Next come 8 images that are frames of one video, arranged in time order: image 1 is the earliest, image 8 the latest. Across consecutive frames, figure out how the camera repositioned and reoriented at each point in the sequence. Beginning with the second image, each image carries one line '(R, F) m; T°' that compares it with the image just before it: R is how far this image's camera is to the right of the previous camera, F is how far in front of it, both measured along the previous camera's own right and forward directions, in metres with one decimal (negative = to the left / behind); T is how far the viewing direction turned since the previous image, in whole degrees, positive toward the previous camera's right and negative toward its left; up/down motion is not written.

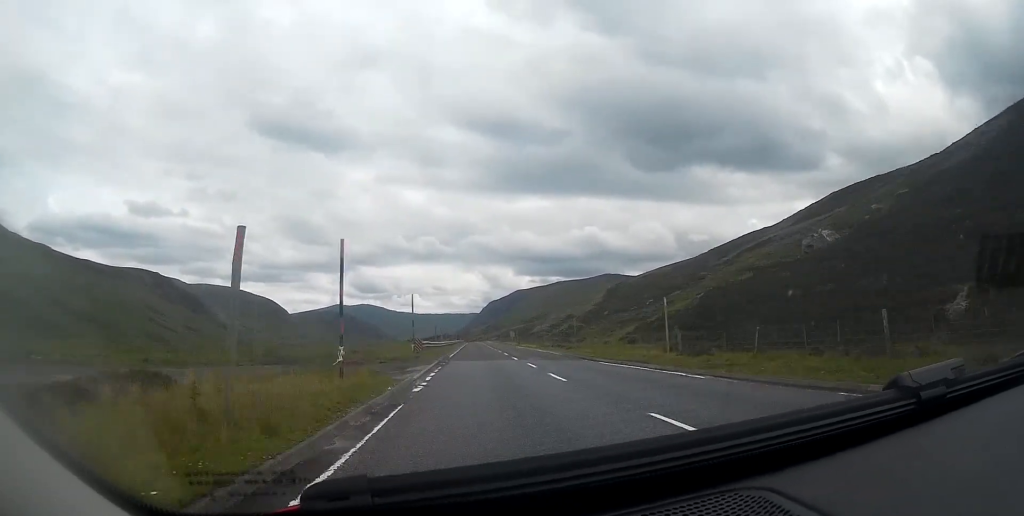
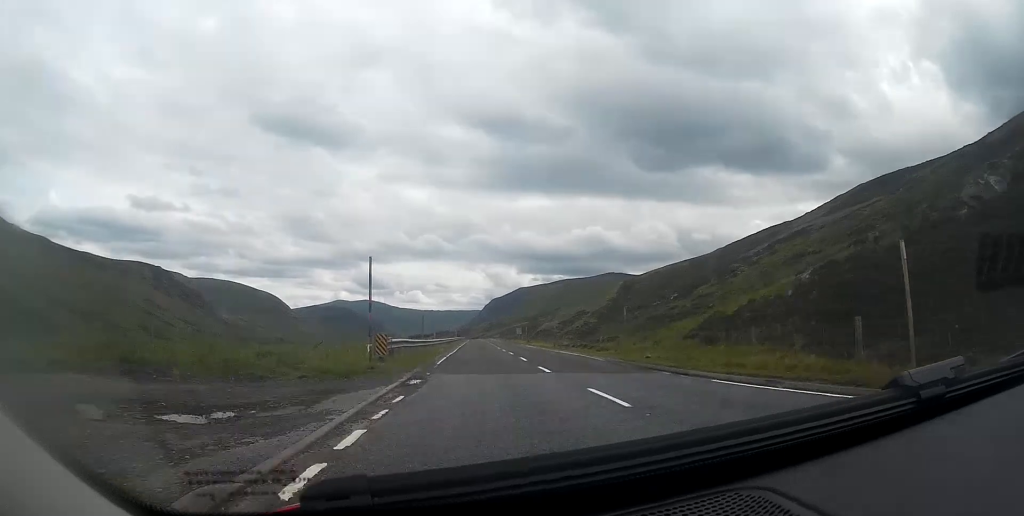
(0.0, +12.7) m; 0°
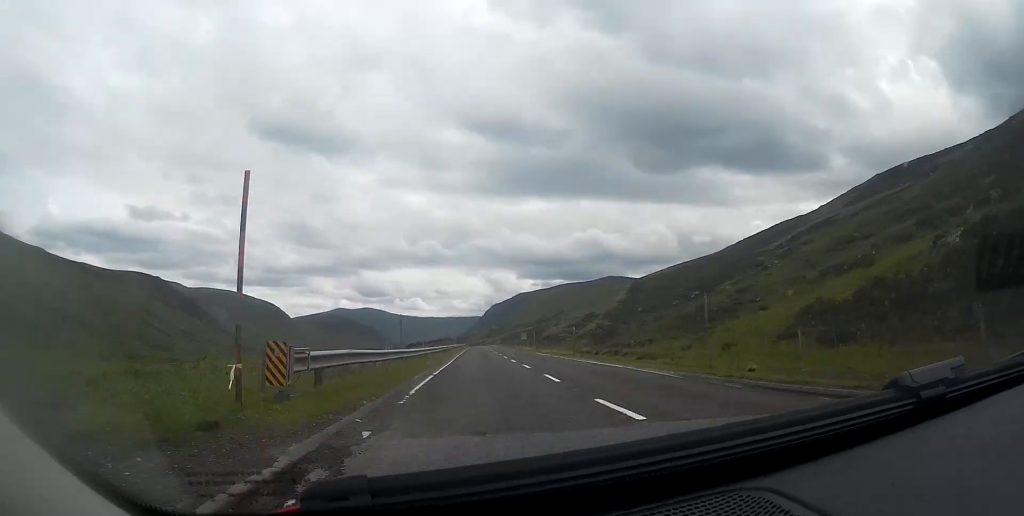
(0.0, +9.7) m; 0°
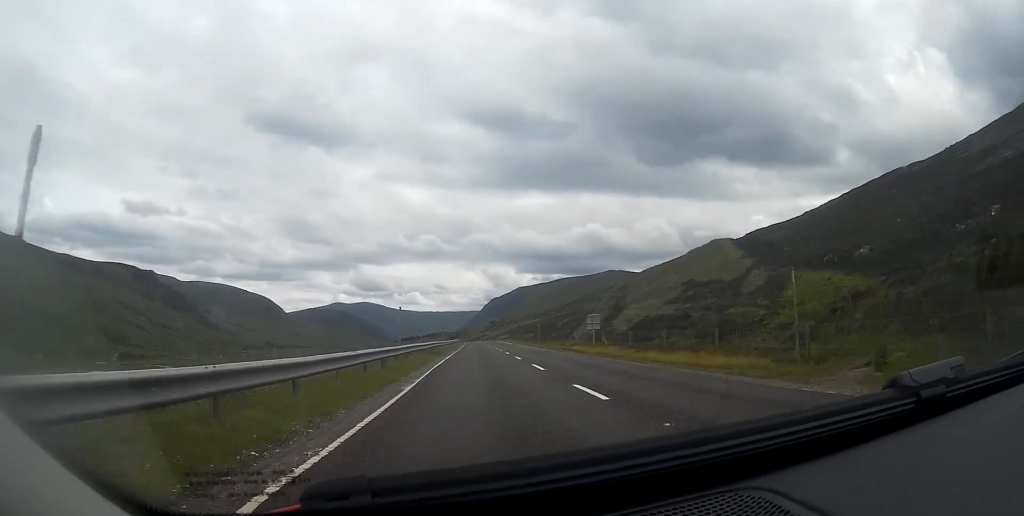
(-0.3, +57.5) m; 0°
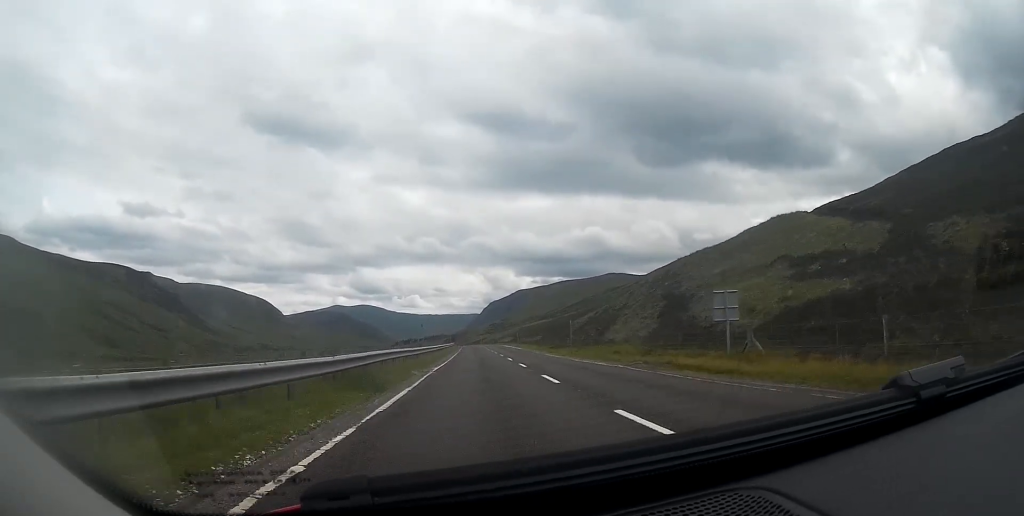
(0.0, +22.0) m; 0°
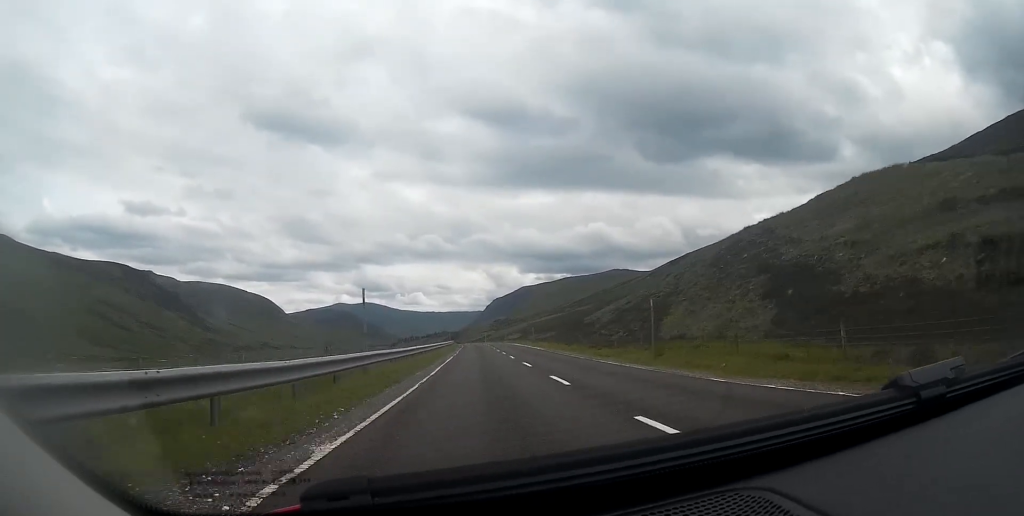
(0.0, +19.1) m; 0°
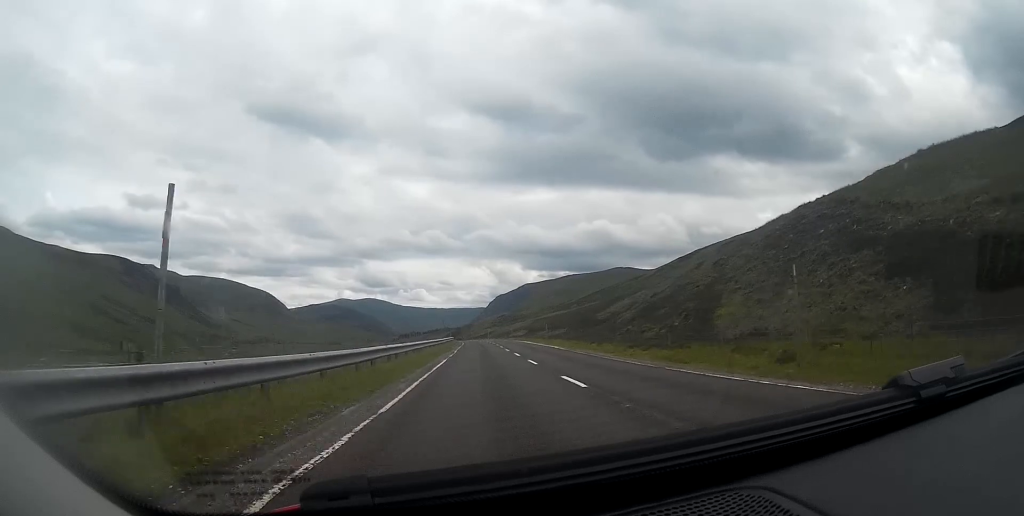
(-0.1, +11.0) m; 0°
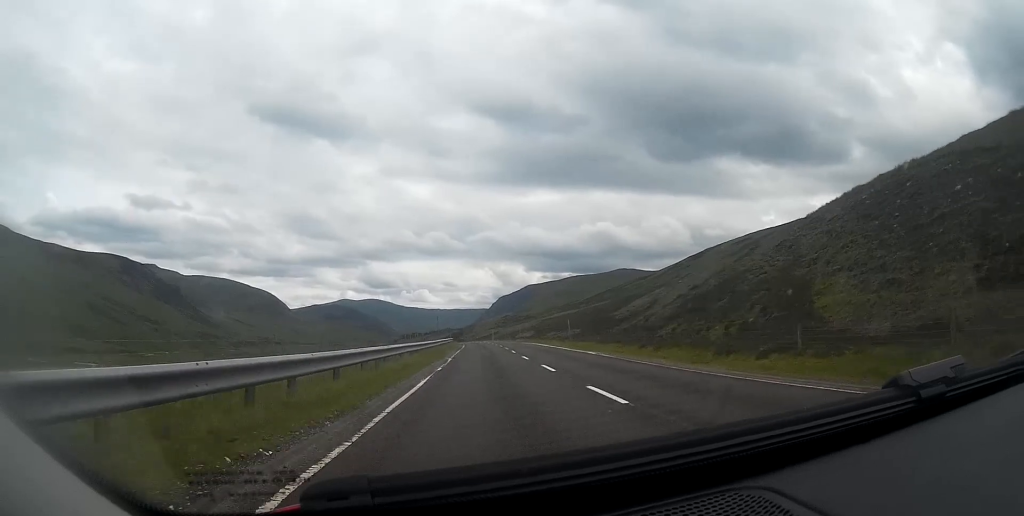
(0.0, +12.4) m; 0°
